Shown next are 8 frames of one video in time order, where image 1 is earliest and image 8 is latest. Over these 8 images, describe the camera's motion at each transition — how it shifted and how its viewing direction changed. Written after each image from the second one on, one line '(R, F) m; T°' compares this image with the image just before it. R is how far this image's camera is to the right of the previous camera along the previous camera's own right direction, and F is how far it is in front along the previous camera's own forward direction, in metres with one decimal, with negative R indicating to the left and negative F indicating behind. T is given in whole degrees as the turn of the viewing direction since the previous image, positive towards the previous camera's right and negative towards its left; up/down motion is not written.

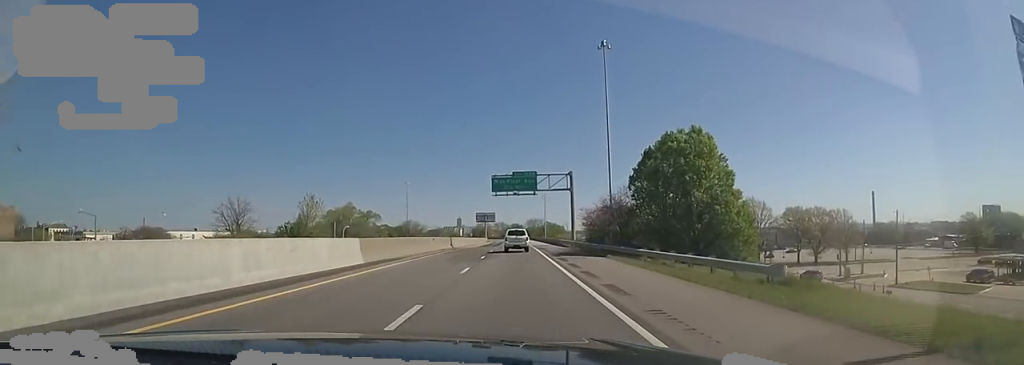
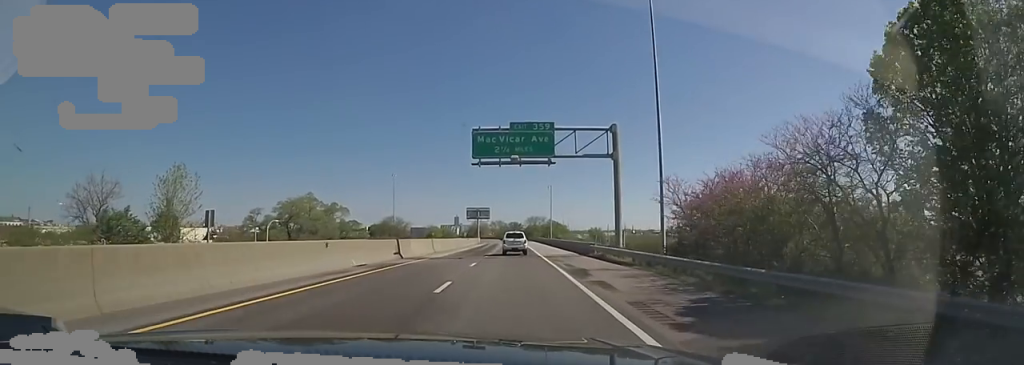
(0.0, +24.8) m; +1°
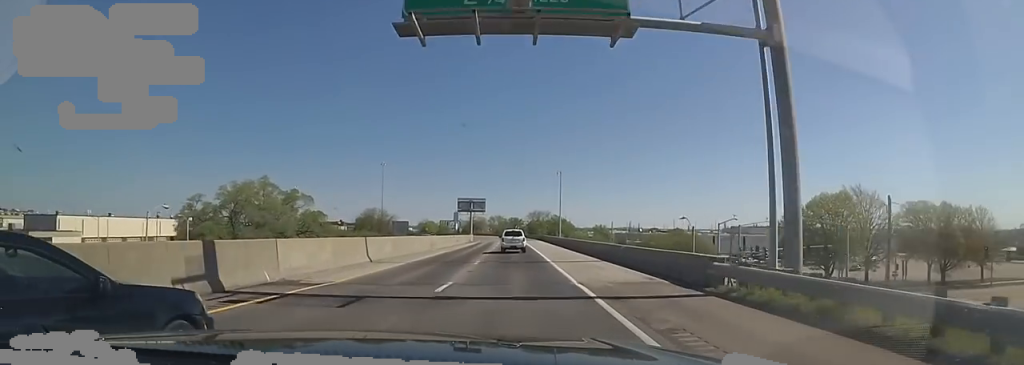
(+0.3, +19.7) m; -1°
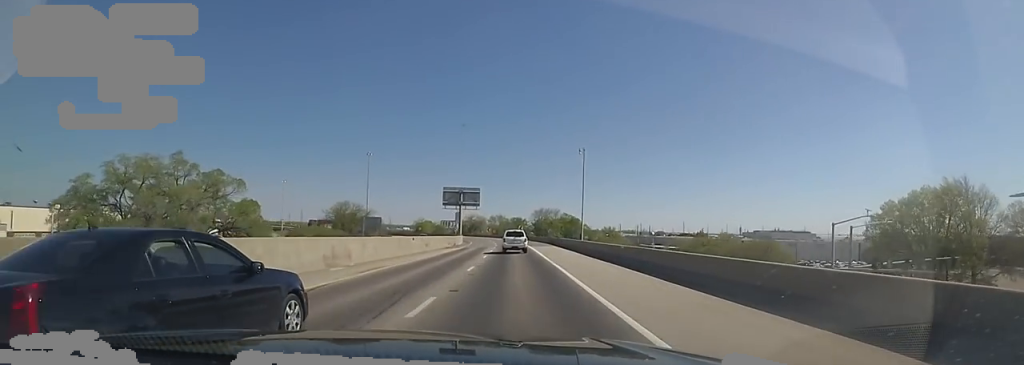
(-0.4, +24.2) m; -1°
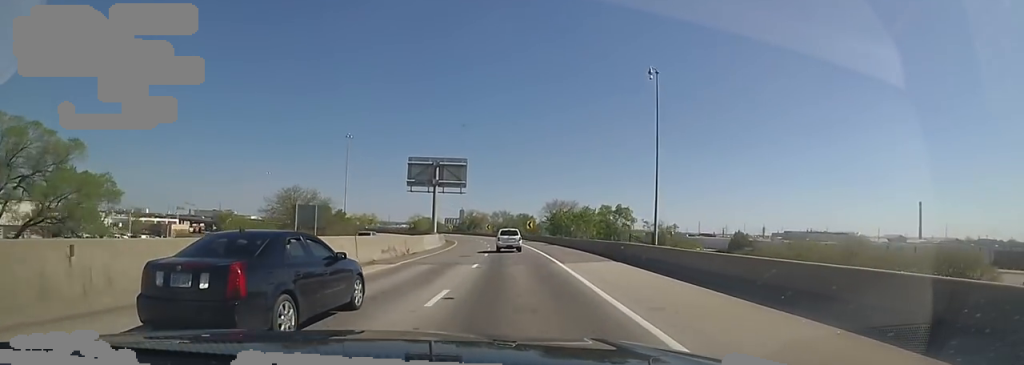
(-0.2, +28.7) m; 0°
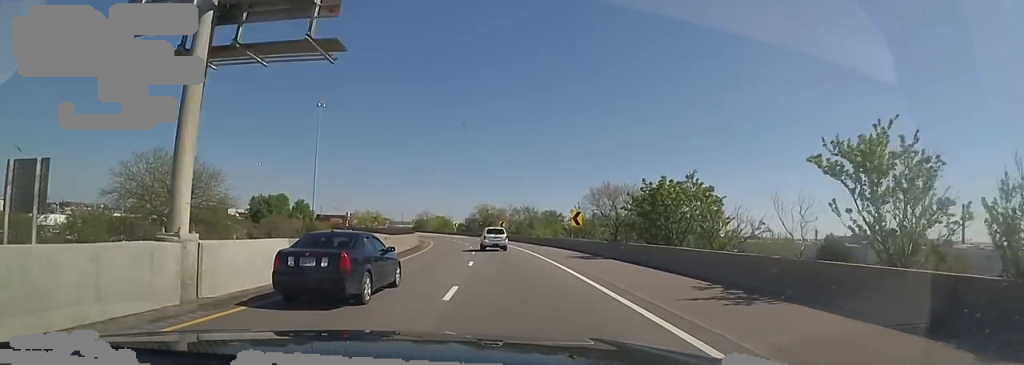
(-0.5, +38.9) m; -5°
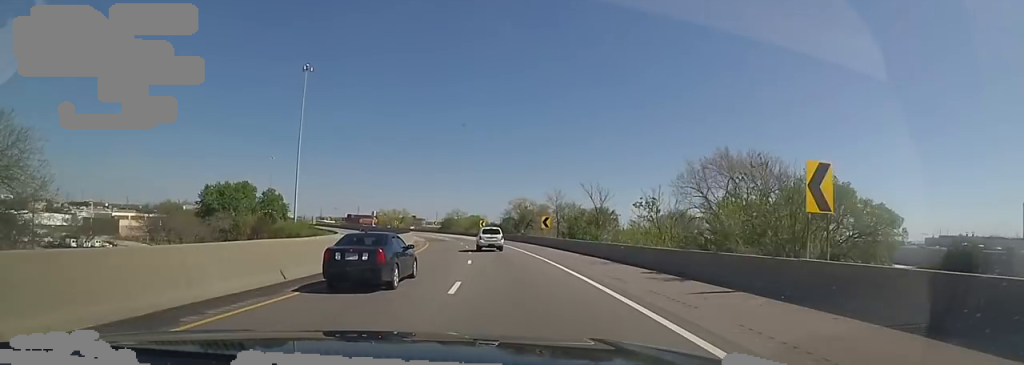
(-1.2, +28.7) m; -3°
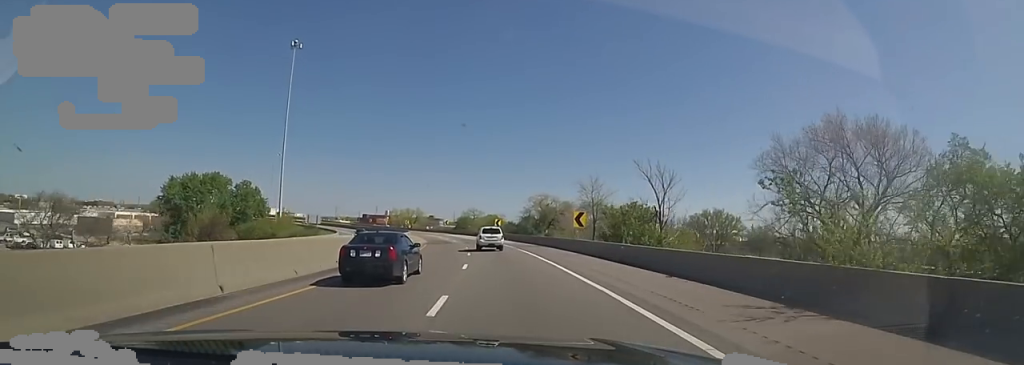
(0.0, +12.8) m; -2°
